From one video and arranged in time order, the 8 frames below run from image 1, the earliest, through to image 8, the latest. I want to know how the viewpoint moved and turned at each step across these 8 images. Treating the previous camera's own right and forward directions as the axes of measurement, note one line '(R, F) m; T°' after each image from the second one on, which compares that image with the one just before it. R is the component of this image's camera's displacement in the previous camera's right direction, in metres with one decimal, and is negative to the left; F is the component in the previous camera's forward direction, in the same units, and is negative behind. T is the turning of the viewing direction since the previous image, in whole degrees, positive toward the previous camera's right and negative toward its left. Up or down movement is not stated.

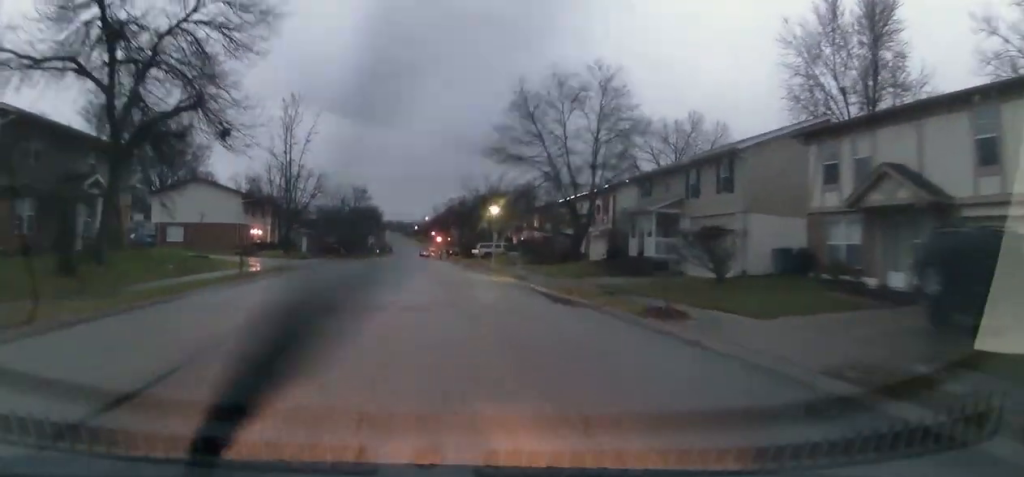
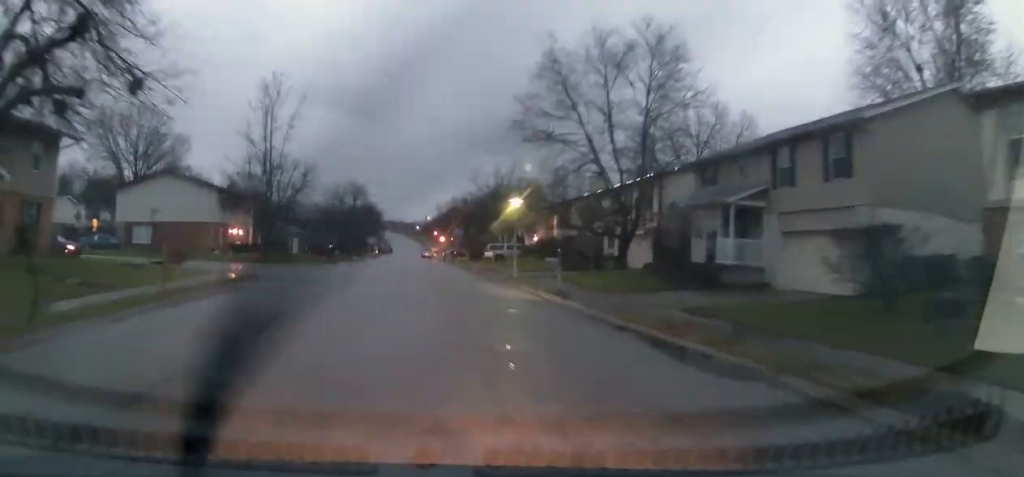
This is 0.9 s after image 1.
(0.0, +8.0) m; +1°
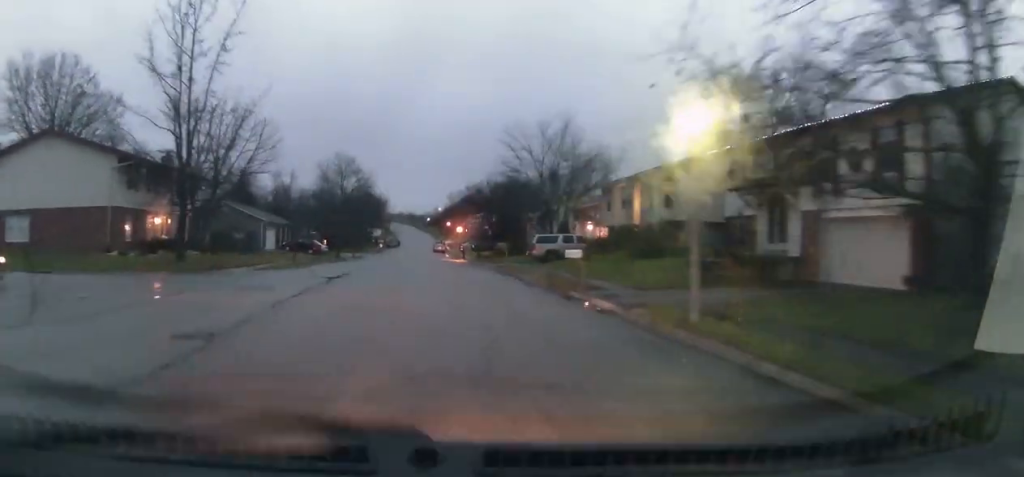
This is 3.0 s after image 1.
(+0.2, +19.8) m; -2°
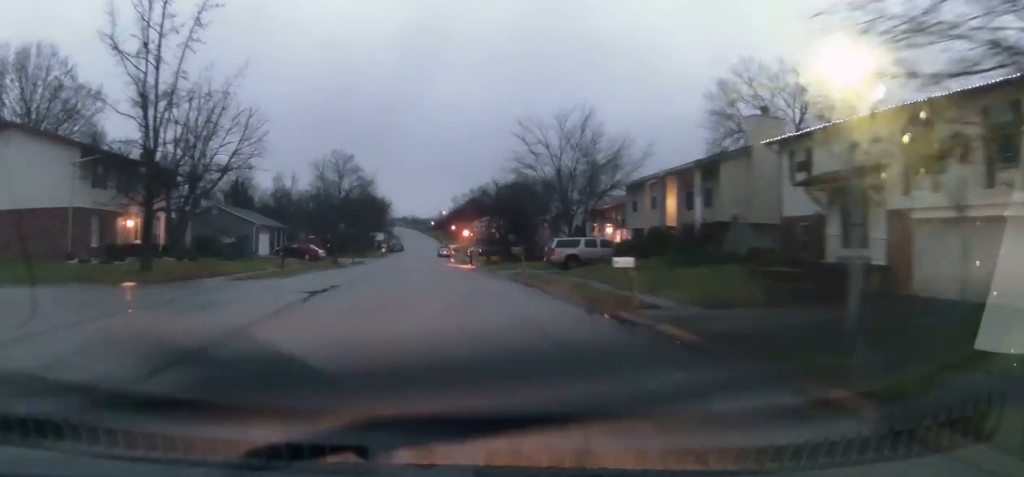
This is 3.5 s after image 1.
(-0.2, +4.6) m; -1°
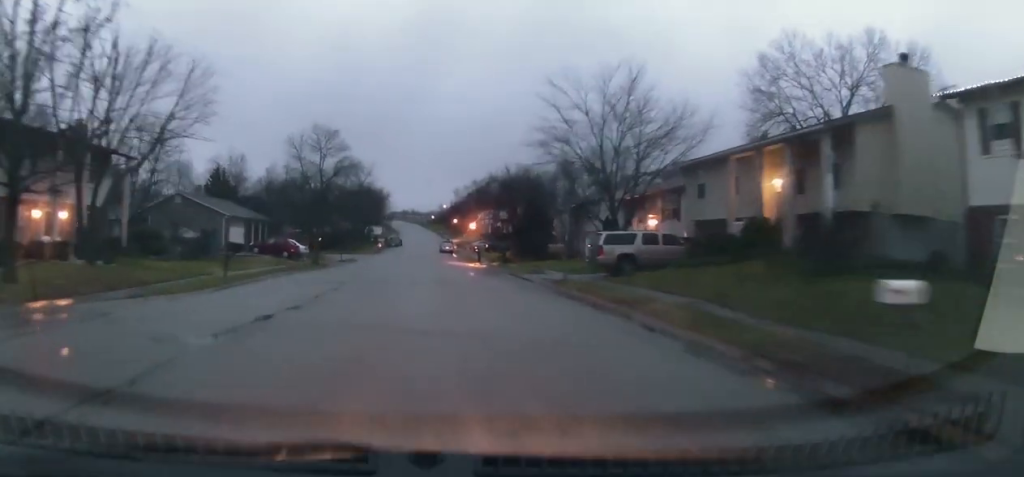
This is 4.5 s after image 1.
(+0.3, +10.0) m; +1°
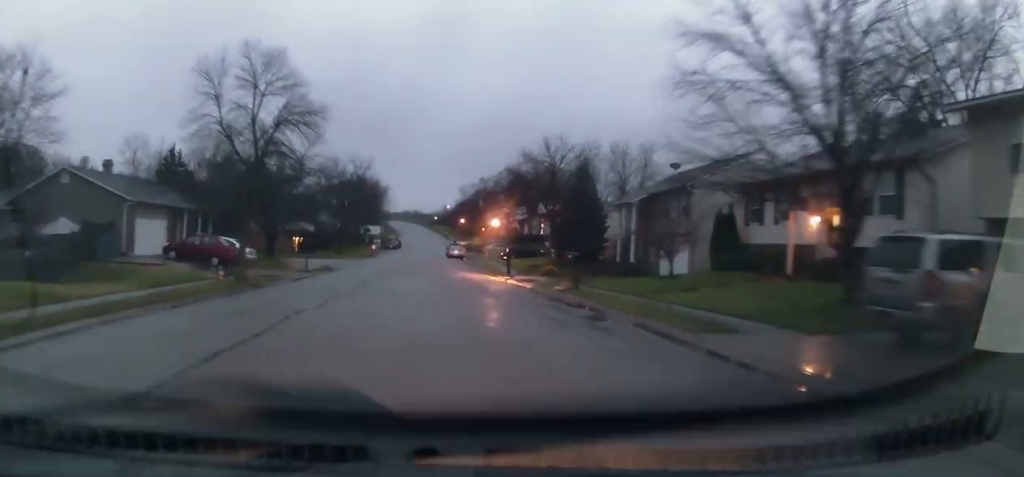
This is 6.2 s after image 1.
(-0.1, +18.9) m; 0°
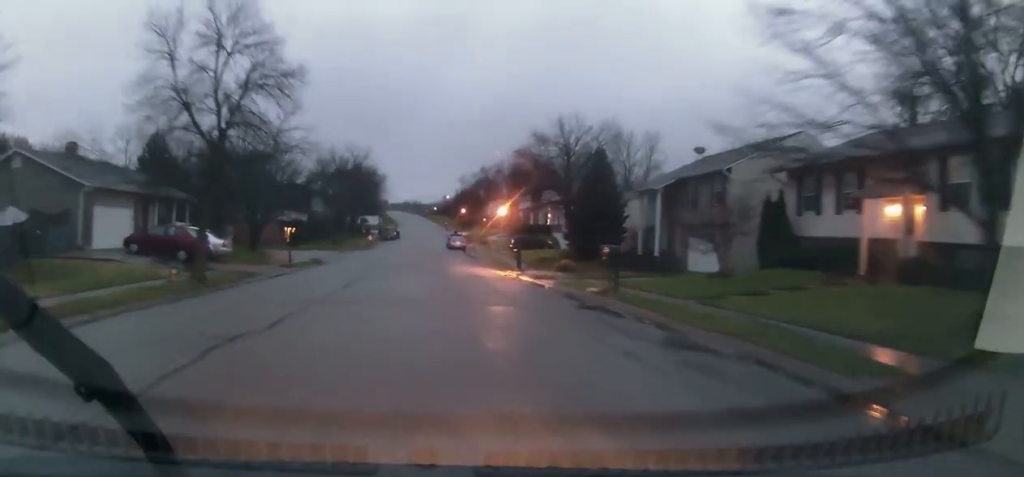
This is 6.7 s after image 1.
(0.0, +4.8) m; 0°
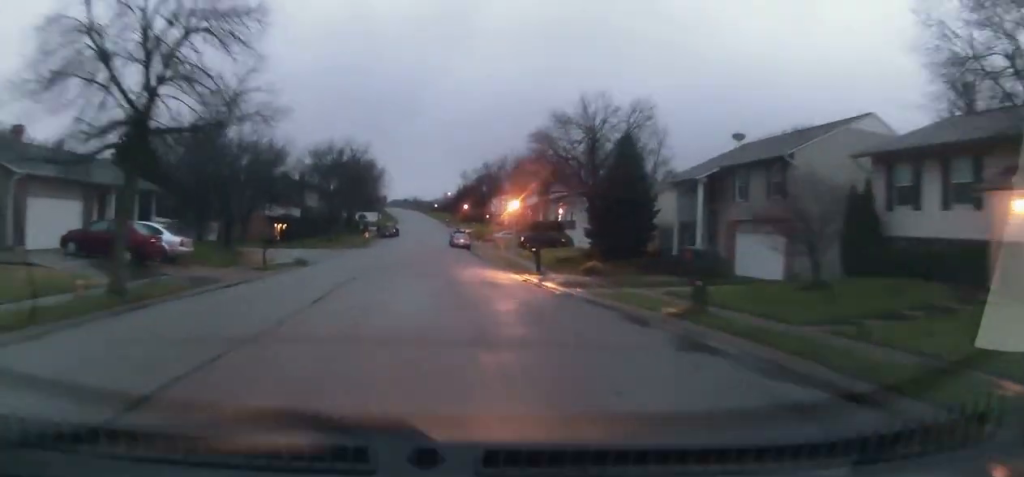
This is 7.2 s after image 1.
(0.0, +5.9) m; 0°
